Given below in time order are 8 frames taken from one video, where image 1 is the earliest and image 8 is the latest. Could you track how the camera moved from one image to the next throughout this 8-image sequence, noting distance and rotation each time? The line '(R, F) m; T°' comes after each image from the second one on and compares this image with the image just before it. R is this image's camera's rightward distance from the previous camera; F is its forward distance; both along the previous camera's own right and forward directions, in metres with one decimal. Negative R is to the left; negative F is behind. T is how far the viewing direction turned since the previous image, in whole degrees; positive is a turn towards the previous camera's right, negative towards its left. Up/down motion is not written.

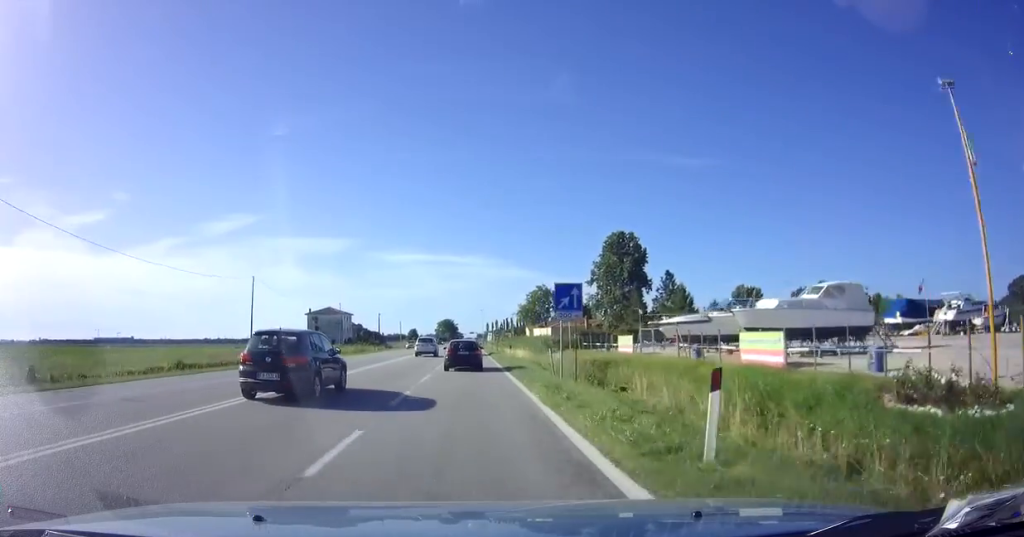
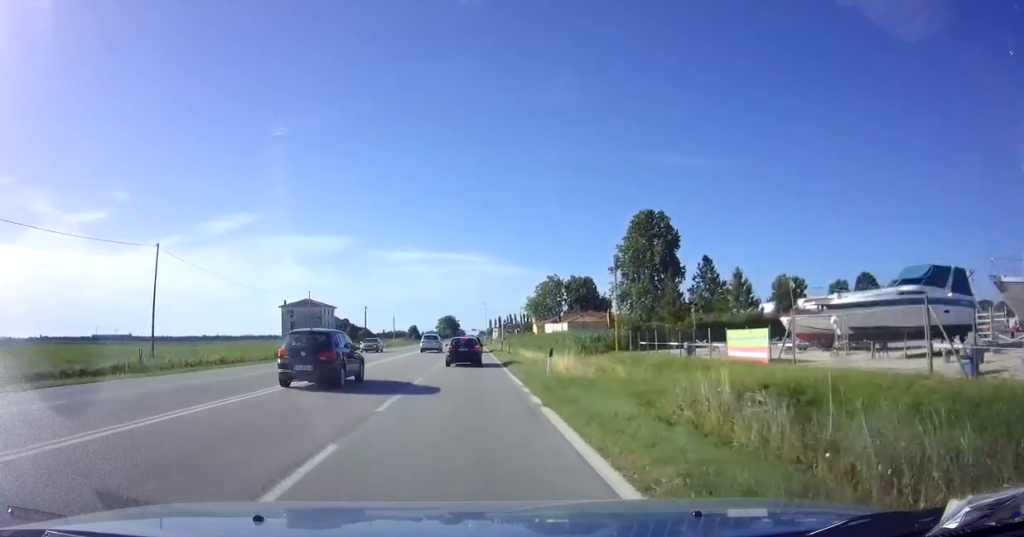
(0.0, +19.3) m; 0°
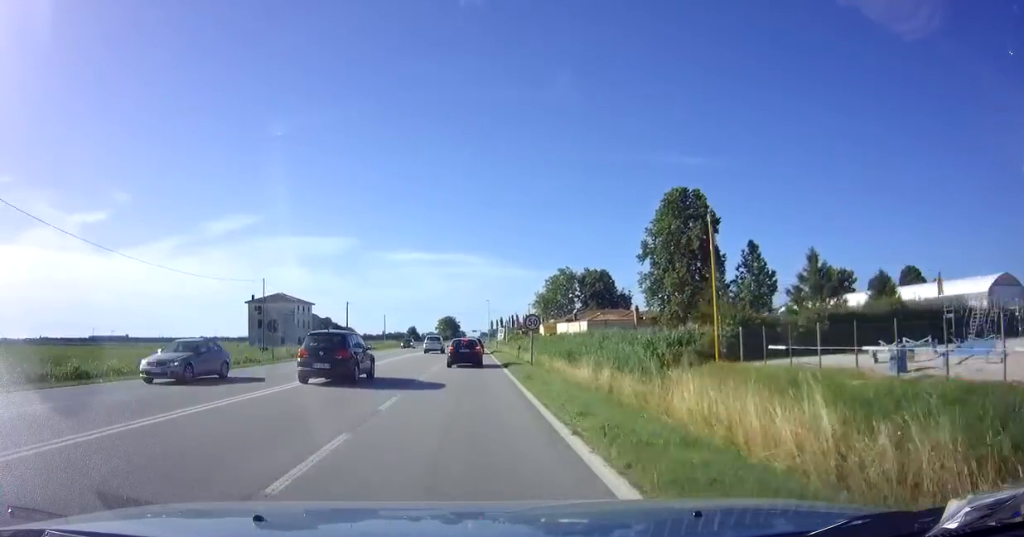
(0.0, +18.1) m; 0°
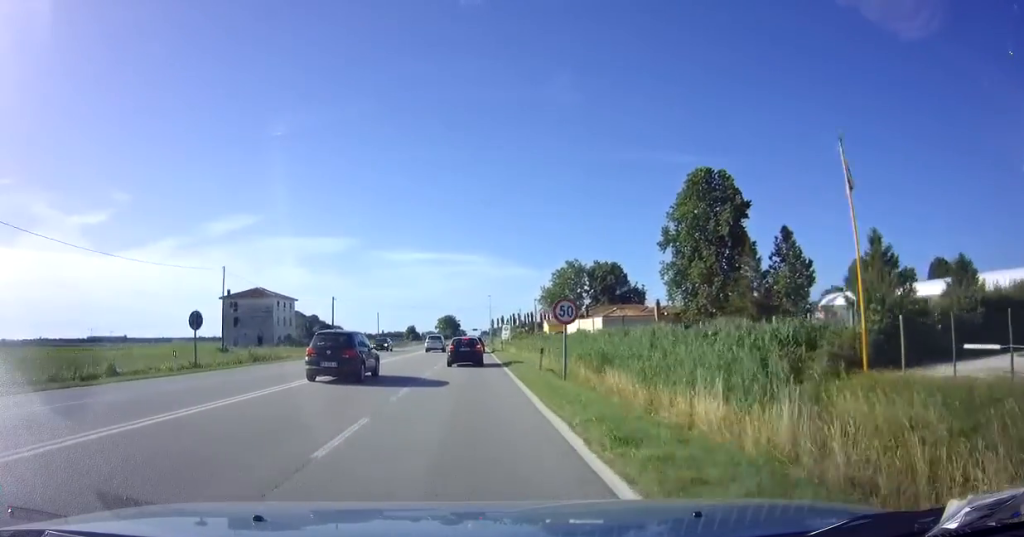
(0.0, +10.2) m; 0°
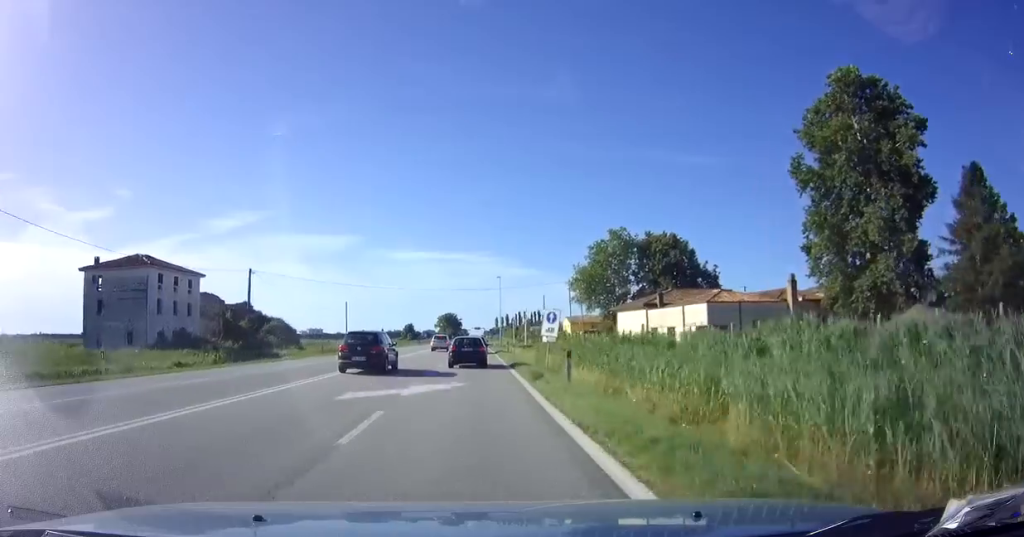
(-0.1, +34.7) m; 0°
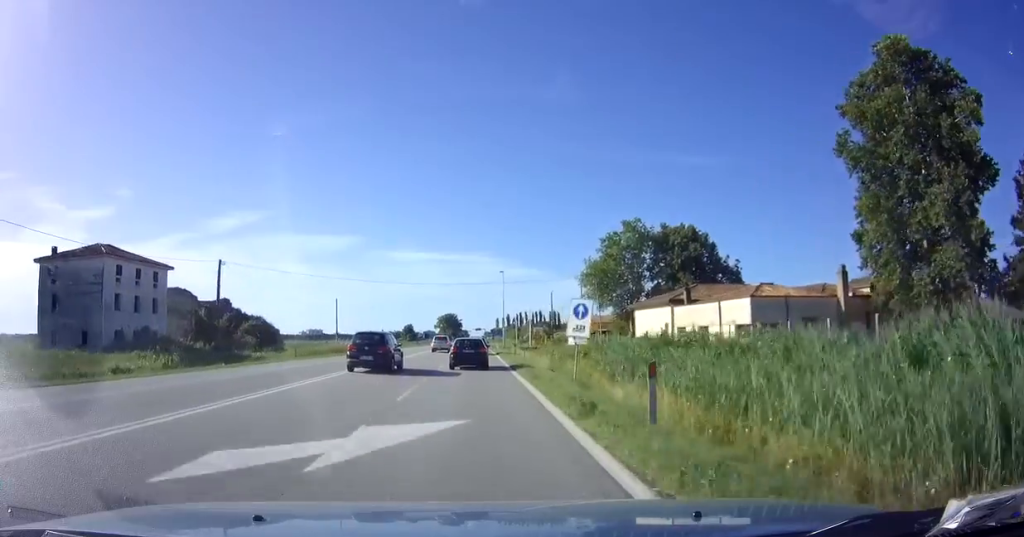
(0.0, +7.2) m; 0°
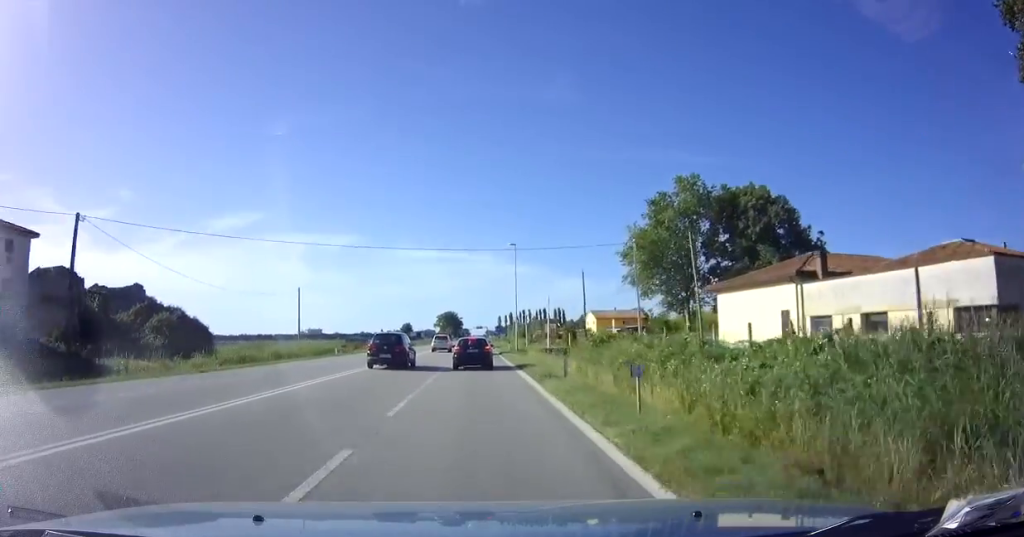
(0.0, +20.7) m; 0°
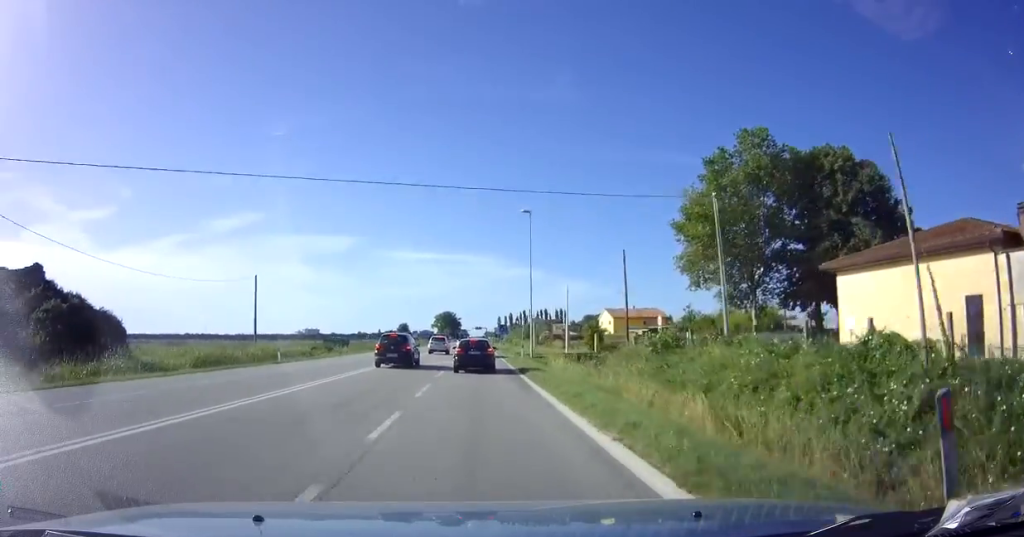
(-0.1, +14.0) m; 0°
